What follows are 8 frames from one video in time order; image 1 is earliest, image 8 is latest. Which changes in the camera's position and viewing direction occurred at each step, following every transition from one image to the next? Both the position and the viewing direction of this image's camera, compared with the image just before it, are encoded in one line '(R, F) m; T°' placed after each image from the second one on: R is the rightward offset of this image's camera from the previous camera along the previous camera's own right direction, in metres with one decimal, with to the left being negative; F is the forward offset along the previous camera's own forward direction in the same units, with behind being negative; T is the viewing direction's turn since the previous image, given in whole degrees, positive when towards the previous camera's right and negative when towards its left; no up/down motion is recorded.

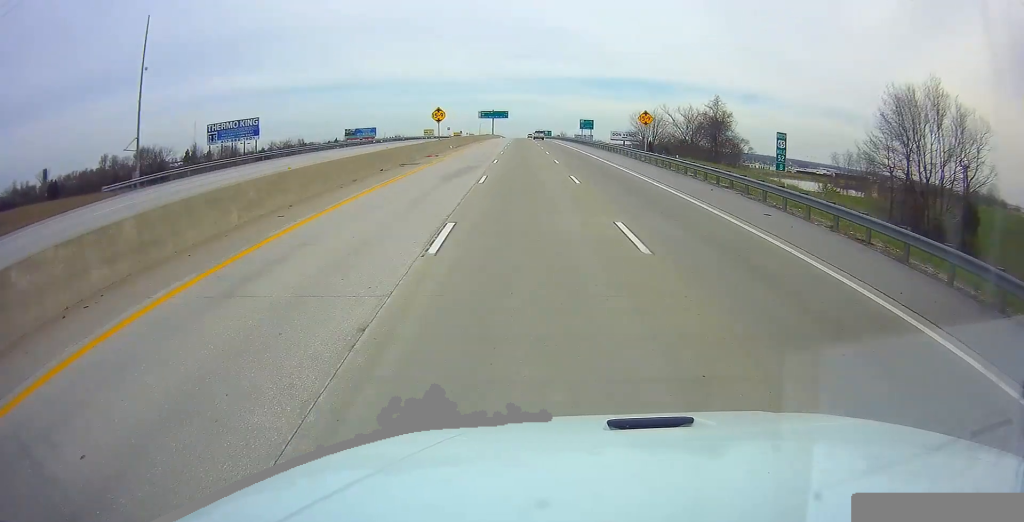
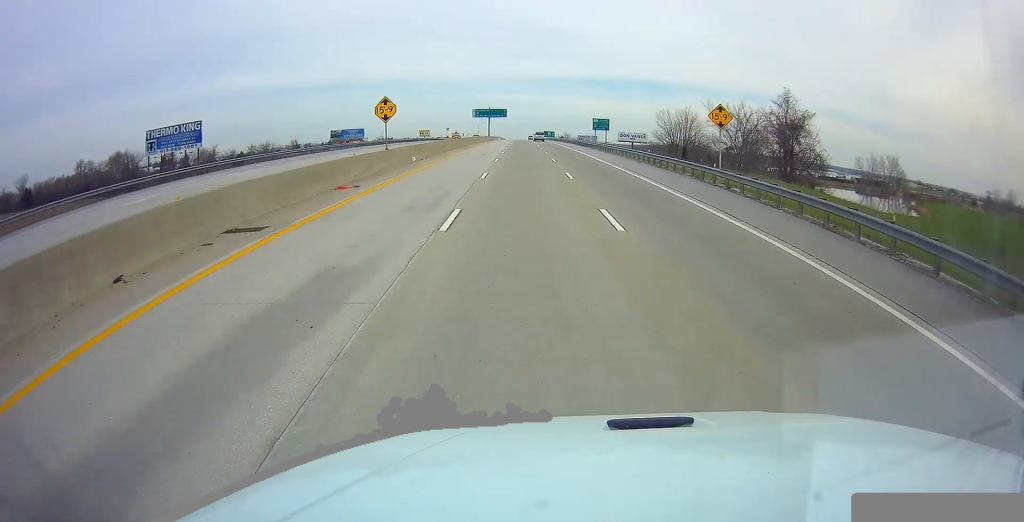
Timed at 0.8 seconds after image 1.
(+0.1, +22.2) m; -1°
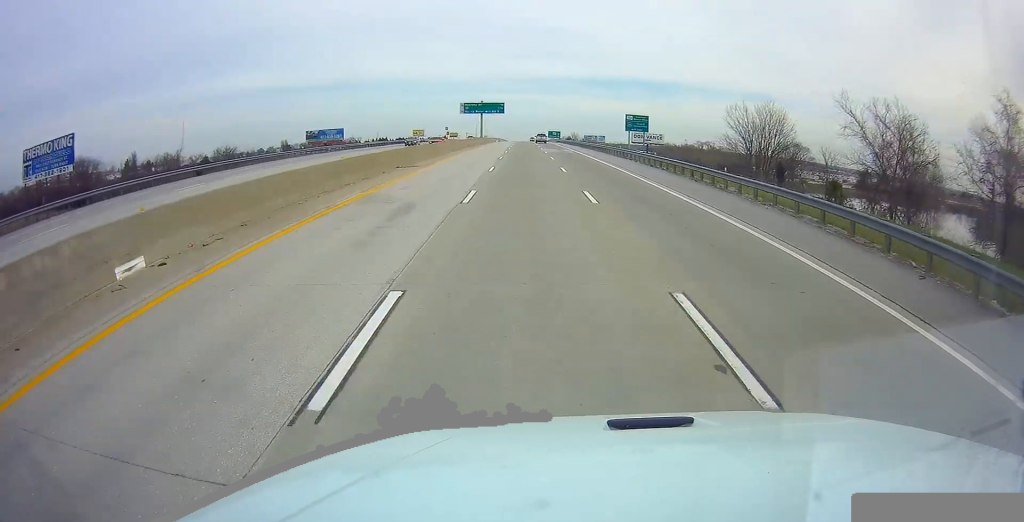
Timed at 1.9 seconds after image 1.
(-0.6, +32.1) m; 0°
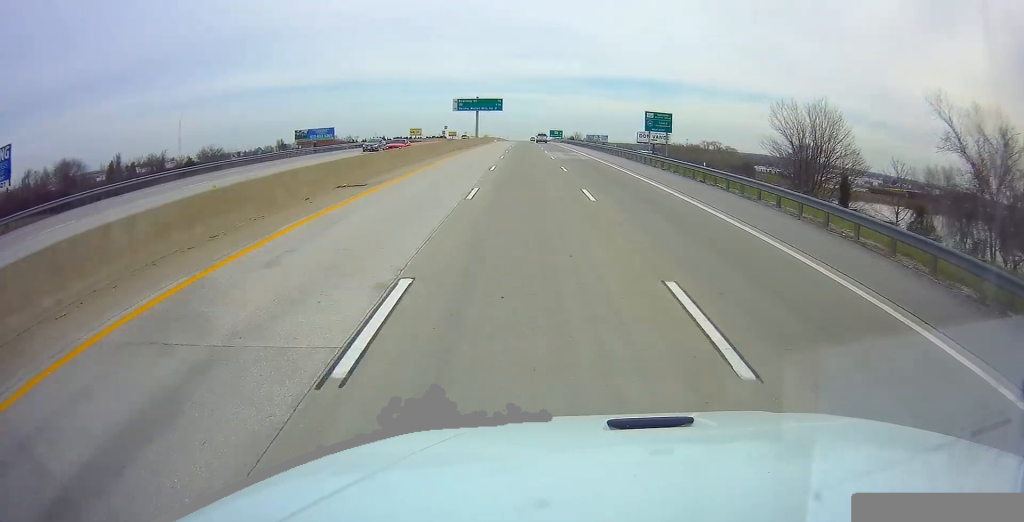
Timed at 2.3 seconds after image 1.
(+0.3, +11.7) m; 0°
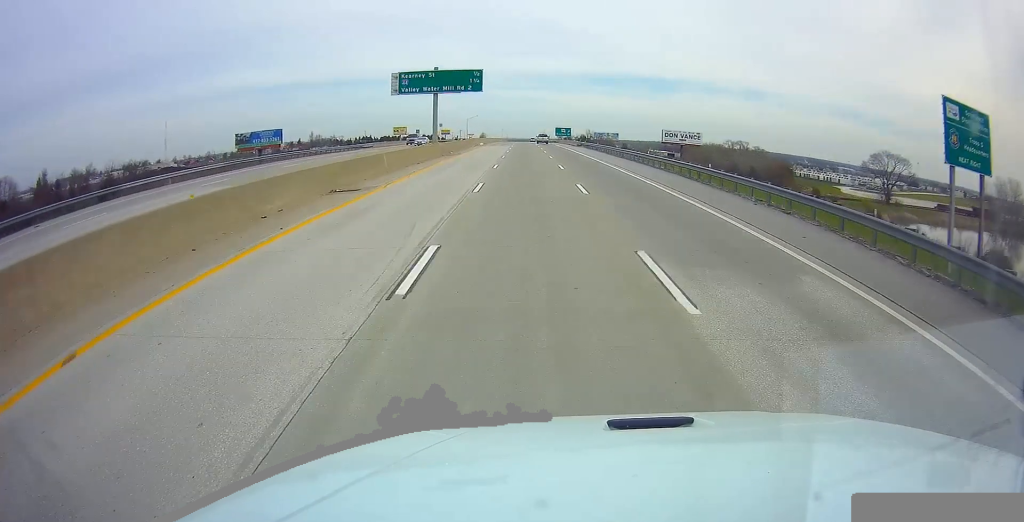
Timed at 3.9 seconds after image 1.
(-0.3, +46.9) m; 0°
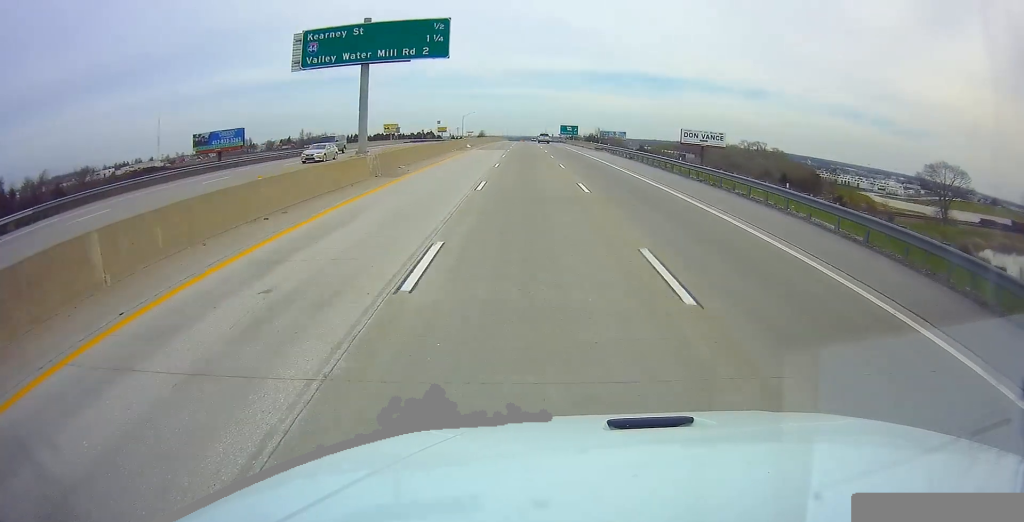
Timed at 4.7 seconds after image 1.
(+0.5, +24.5) m; +1°
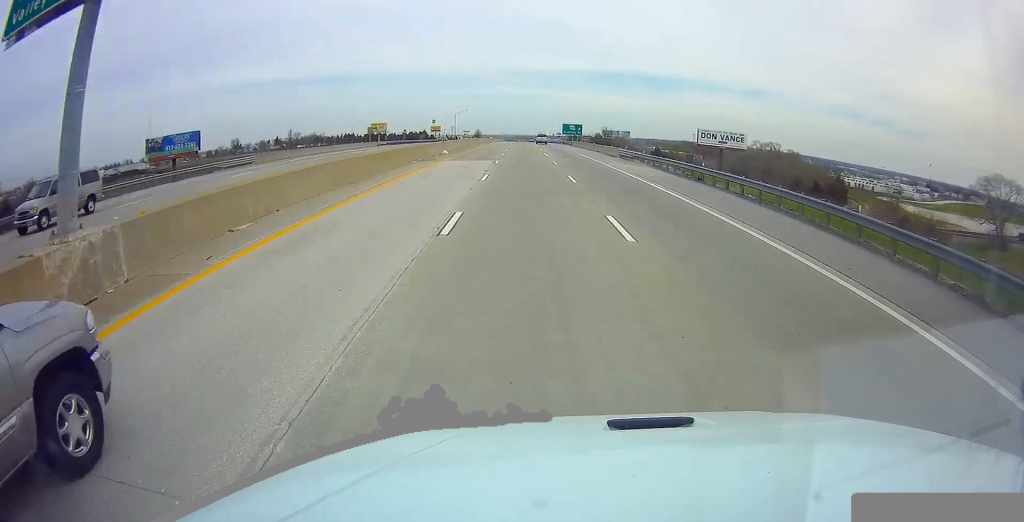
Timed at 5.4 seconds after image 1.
(0.0, +20.6) m; -1°
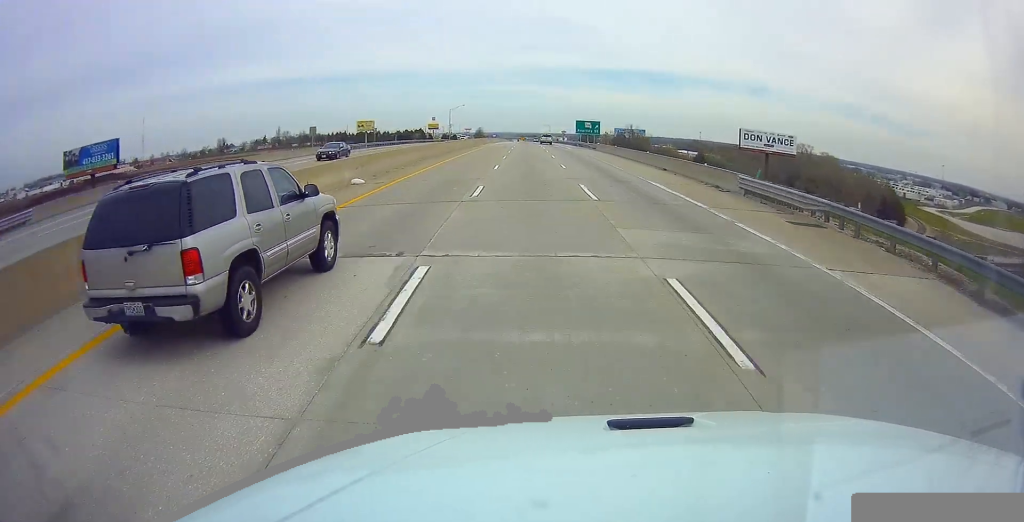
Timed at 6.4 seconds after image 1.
(-0.5, +30.4) m; 0°
